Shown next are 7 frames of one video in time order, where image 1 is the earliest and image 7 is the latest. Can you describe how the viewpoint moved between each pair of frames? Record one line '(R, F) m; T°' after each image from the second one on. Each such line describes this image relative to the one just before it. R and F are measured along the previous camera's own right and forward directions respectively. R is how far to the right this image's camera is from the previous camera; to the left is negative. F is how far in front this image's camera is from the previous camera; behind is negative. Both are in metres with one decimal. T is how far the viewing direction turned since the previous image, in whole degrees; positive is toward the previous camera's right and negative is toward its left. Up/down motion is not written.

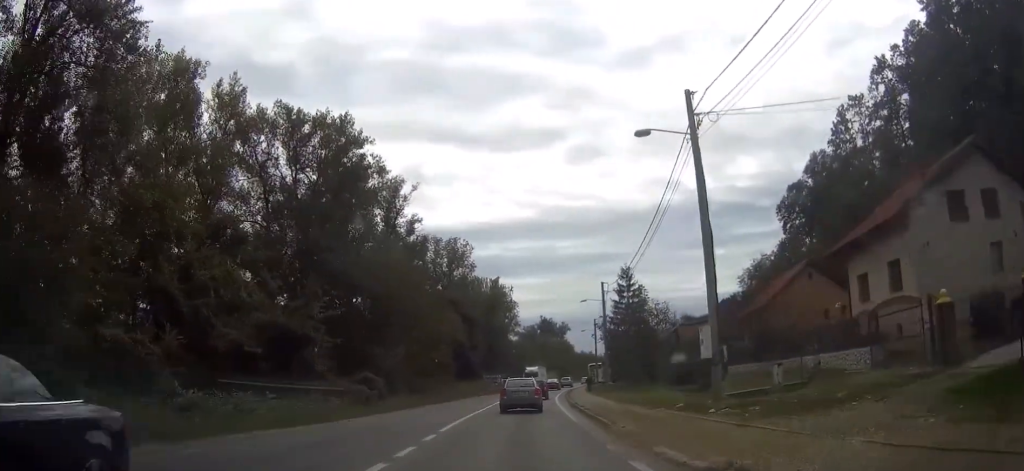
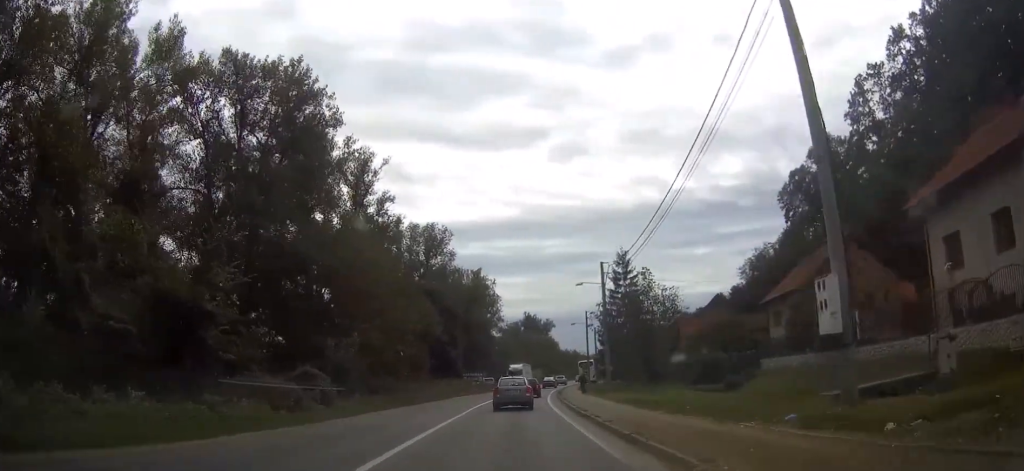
(+0.1, +9.6) m; +1°
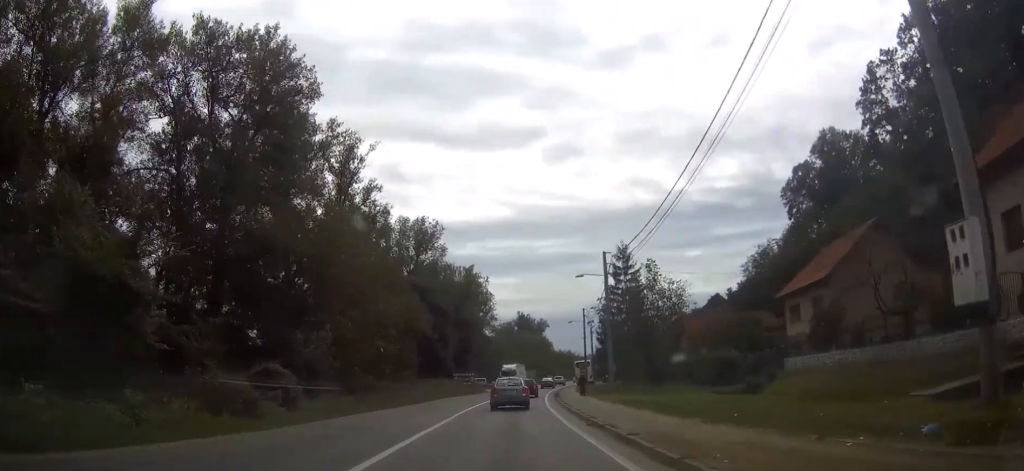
(0.0, +4.8) m; +1°
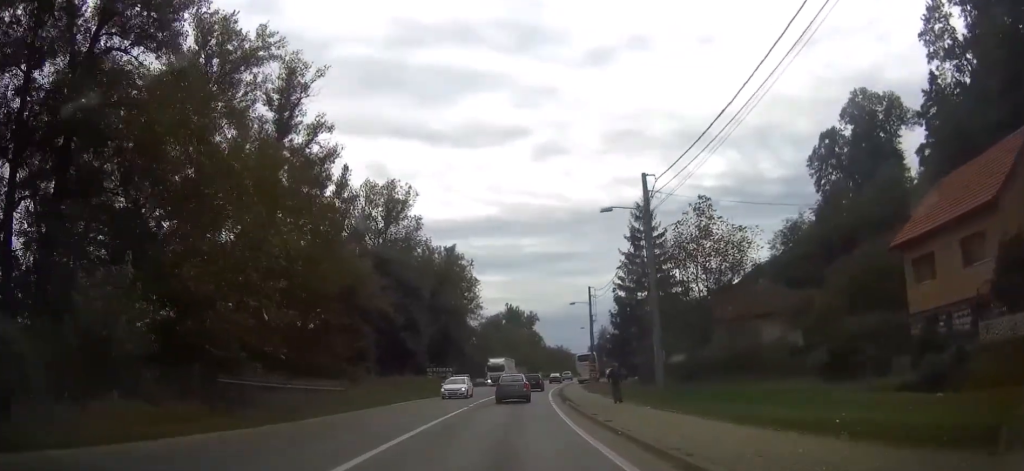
(+0.3, +18.1) m; +1°
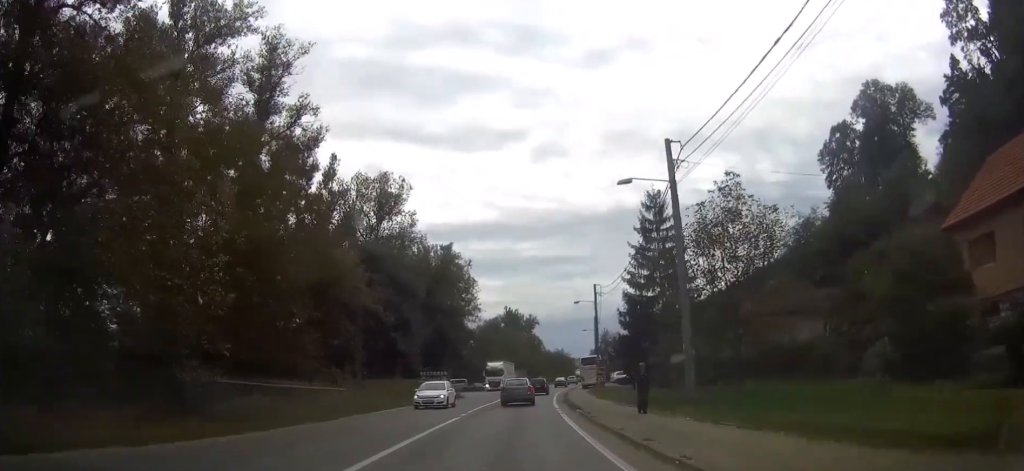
(0.0, +5.0) m; 0°
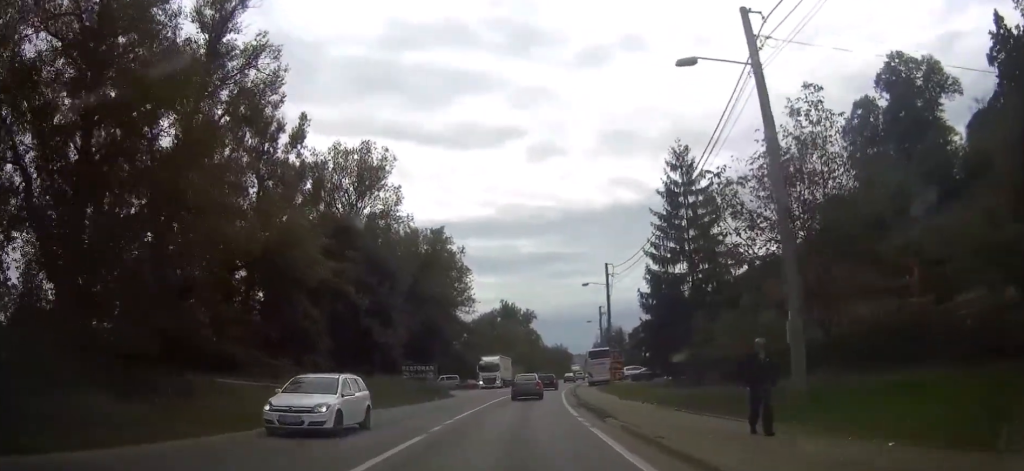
(0.0, +10.0) m; 0°
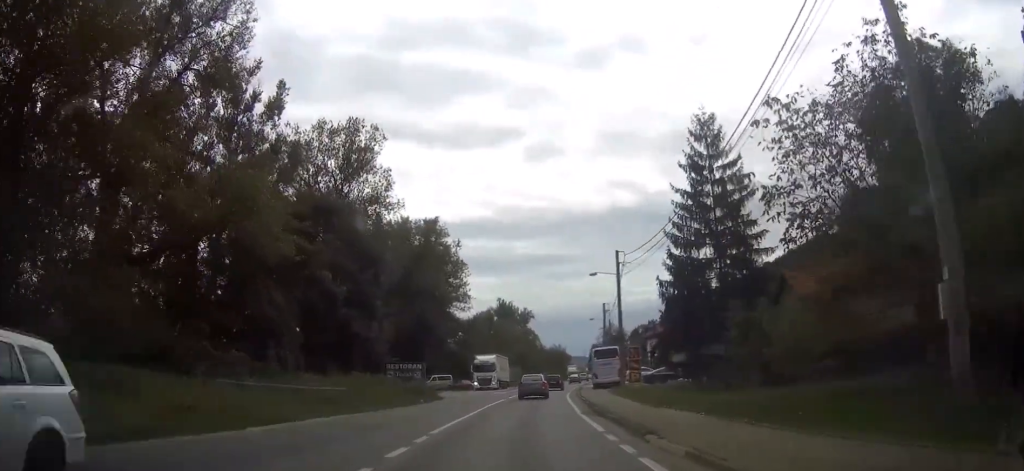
(0.0, +6.4) m; 0°
